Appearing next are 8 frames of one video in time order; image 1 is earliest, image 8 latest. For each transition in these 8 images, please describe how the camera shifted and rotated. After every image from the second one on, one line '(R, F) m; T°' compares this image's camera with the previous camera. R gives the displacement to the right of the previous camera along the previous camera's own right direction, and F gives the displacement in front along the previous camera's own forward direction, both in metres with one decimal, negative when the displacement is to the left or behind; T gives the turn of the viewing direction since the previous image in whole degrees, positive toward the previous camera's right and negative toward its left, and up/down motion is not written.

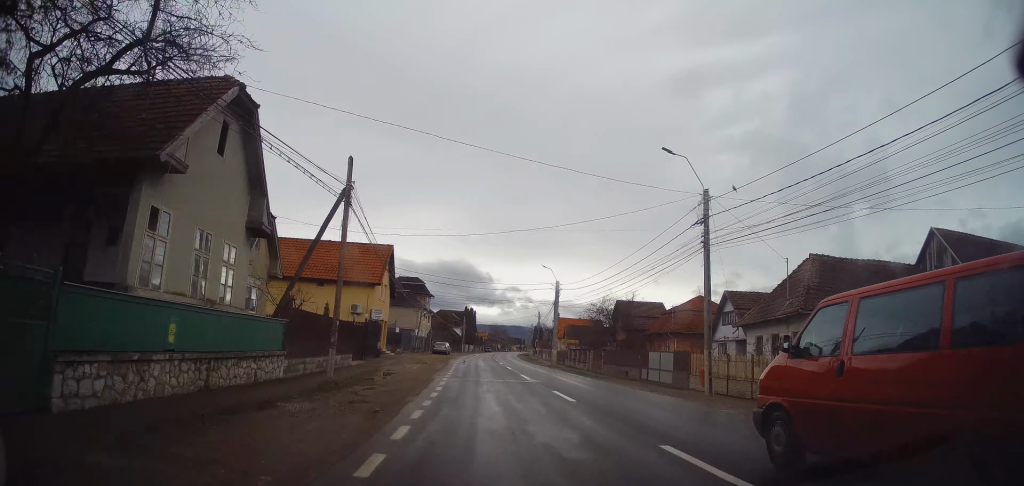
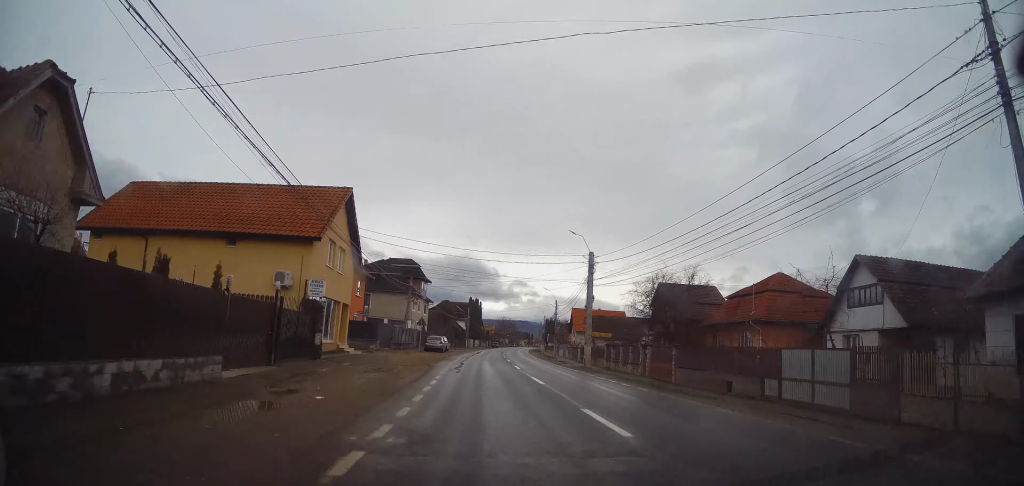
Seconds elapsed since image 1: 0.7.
(-0.4, +14.0) m; -1°
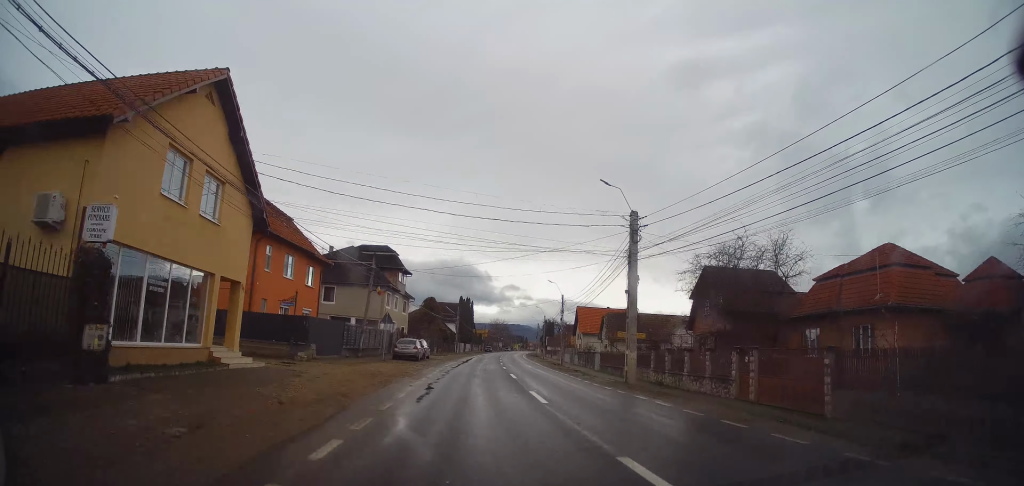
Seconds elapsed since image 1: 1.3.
(-0.2, +12.9) m; -1°
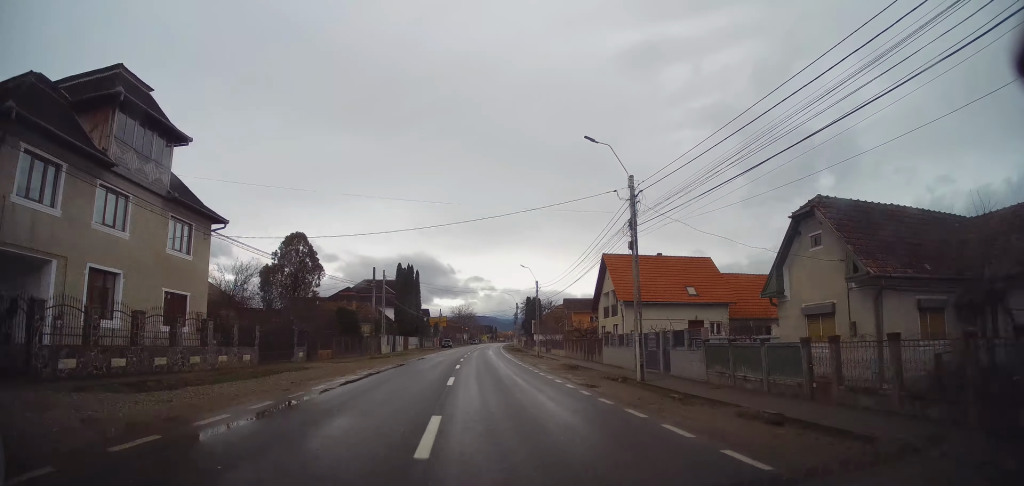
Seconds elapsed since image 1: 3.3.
(+0.7, +41.9) m; +3°
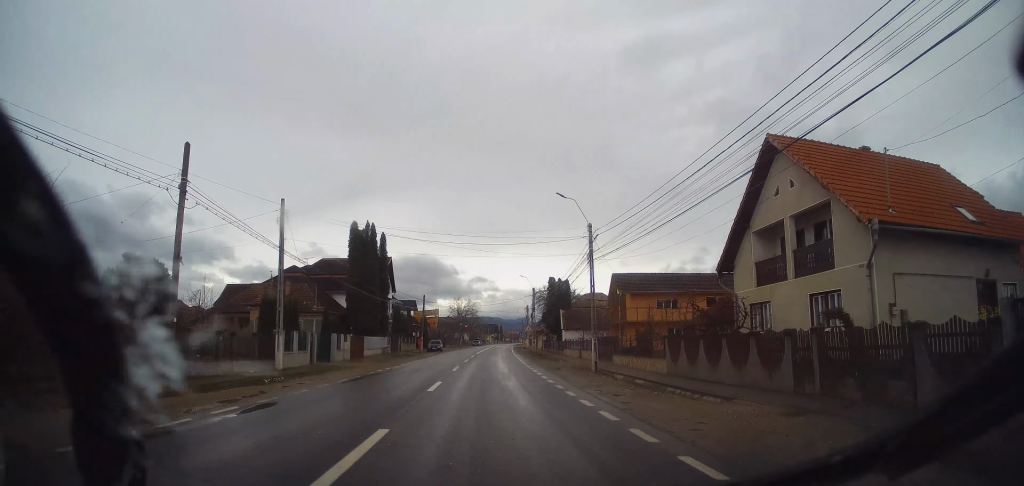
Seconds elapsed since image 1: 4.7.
(+0.5, +28.3) m; +2°
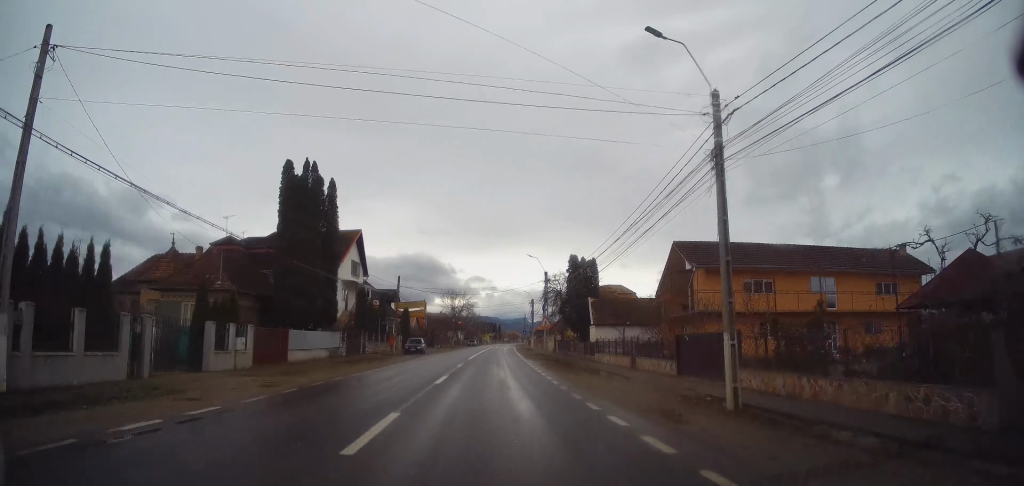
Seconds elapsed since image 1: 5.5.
(+0.1, +16.9) m; +1°
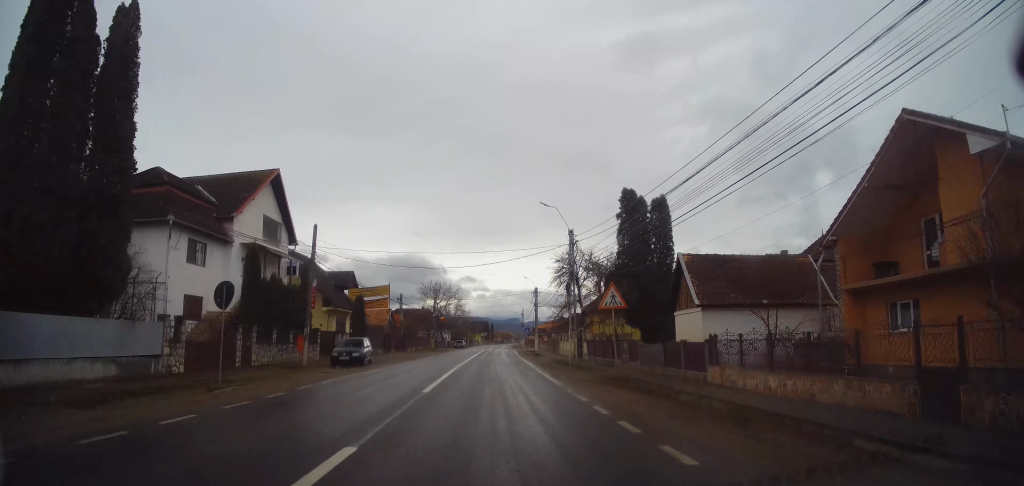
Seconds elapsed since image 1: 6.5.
(+0.1, +20.9) m; 0°
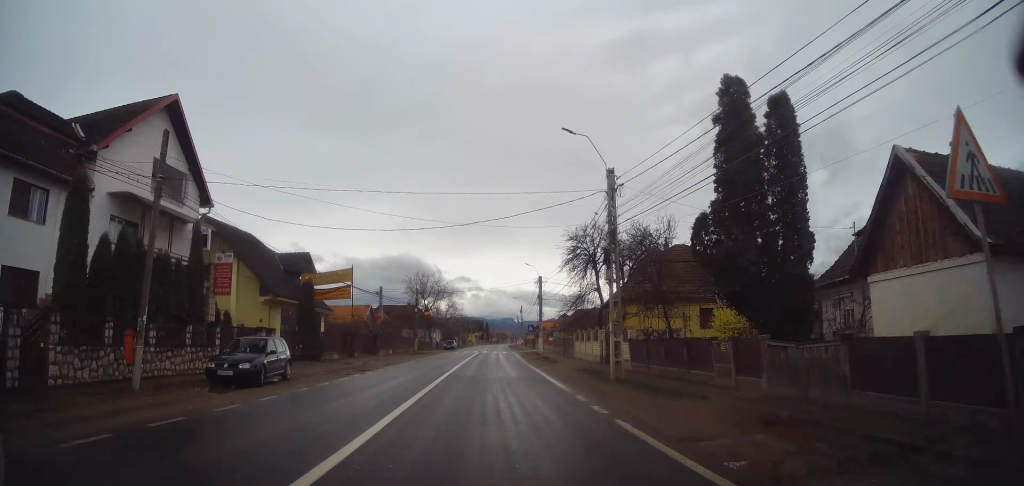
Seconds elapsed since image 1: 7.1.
(-0.4, +12.5) m; 0°
